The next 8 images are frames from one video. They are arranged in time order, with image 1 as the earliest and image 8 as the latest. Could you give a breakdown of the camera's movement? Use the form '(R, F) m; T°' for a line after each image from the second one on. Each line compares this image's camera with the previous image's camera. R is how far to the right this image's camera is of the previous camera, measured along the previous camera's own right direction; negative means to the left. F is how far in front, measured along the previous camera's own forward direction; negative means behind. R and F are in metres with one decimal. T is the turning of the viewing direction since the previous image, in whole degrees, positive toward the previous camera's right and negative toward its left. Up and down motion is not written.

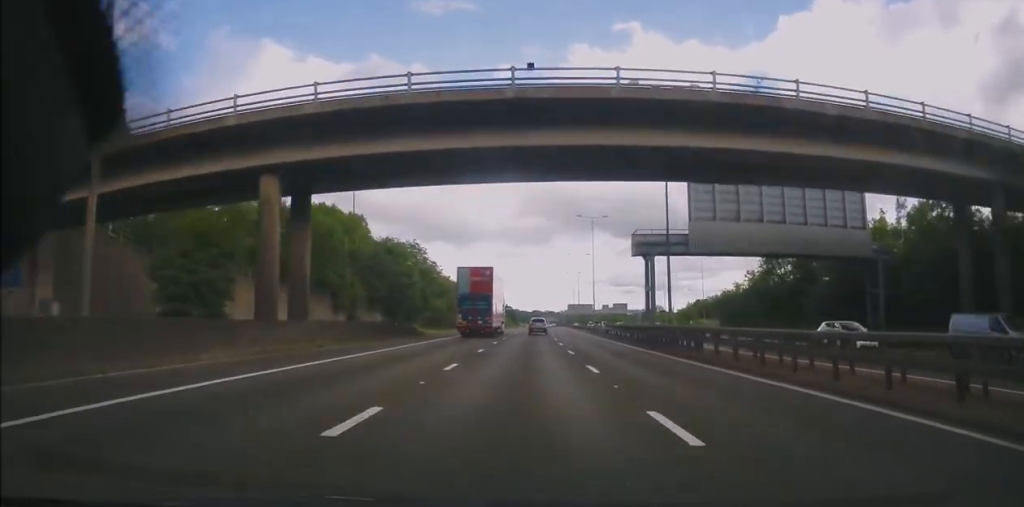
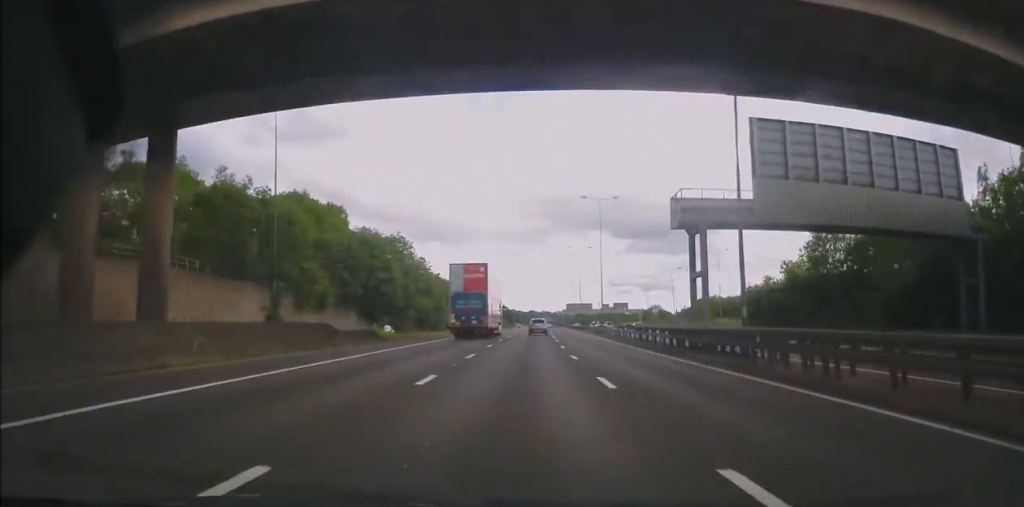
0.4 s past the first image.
(+0.1, +12.3) m; +1°
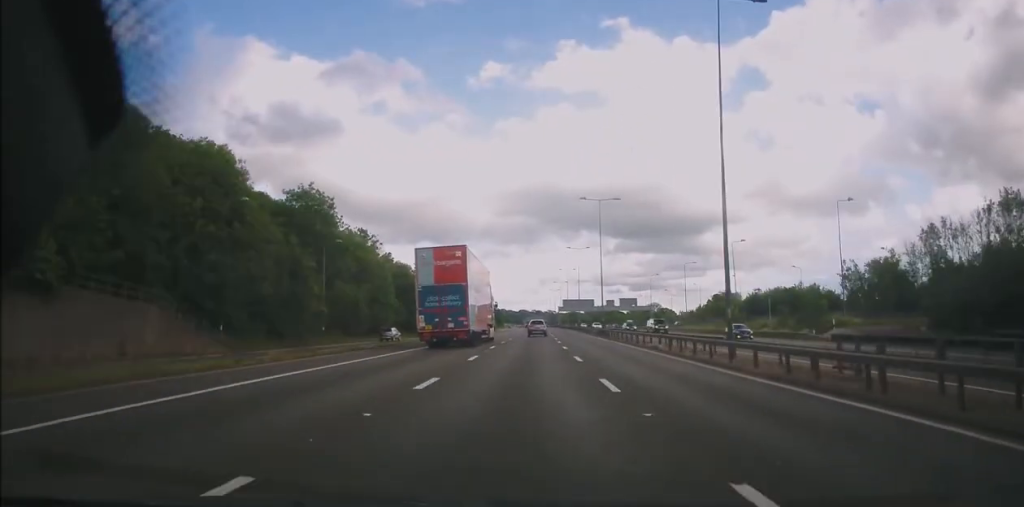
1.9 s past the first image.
(+0.9, +45.0) m; +1°
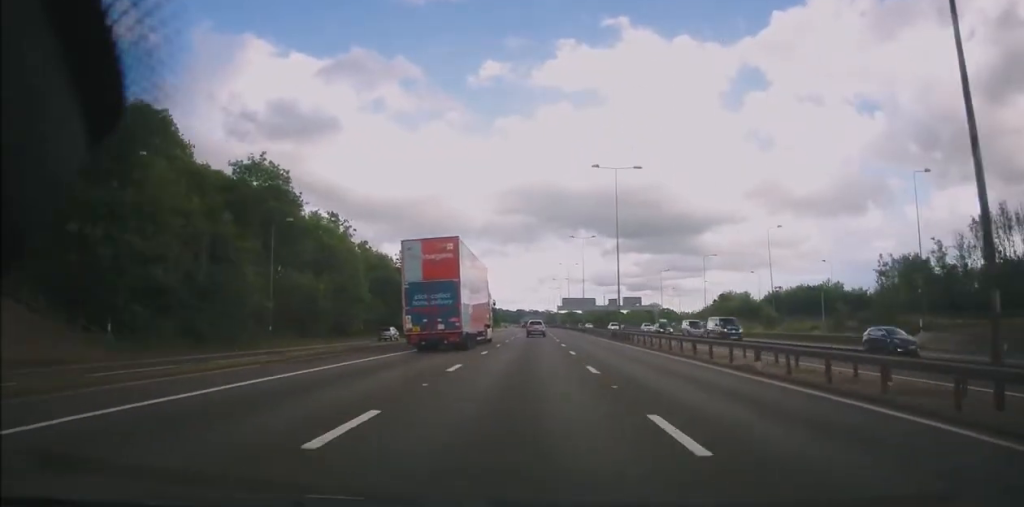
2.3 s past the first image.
(0.0, +14.3) m; 0°
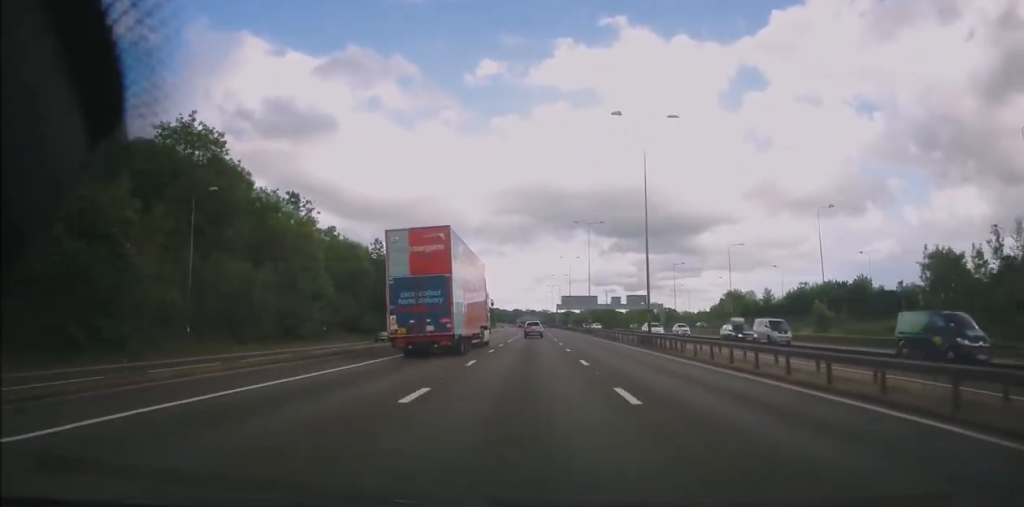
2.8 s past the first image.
(0.0, +14.2) m; 0°
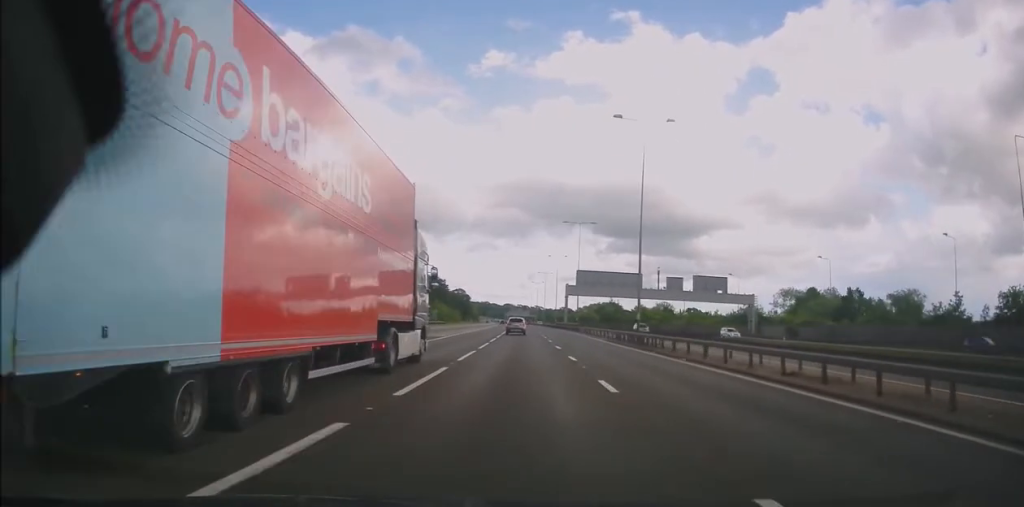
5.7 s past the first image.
(+1.5, +88.3) m; +2°
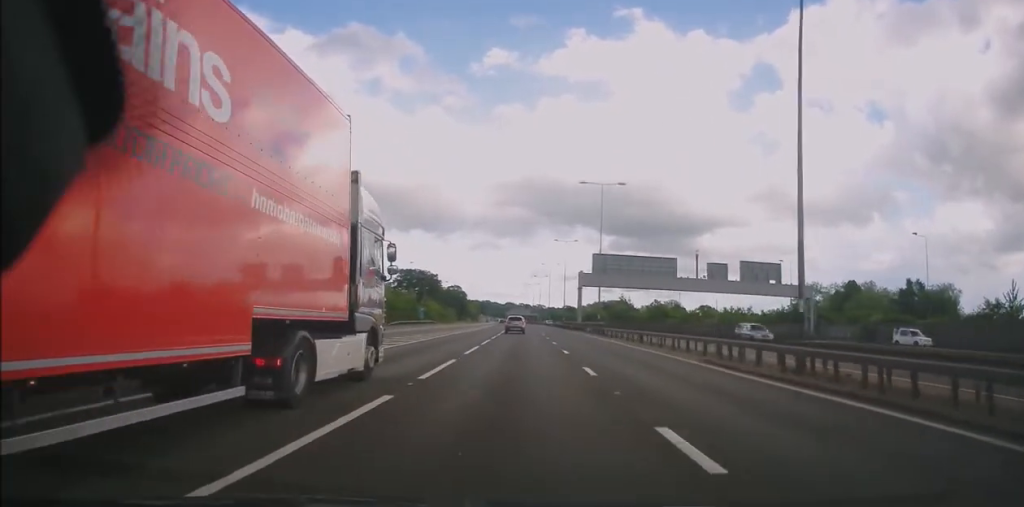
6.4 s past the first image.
(0.0, +24.0) m; 0°
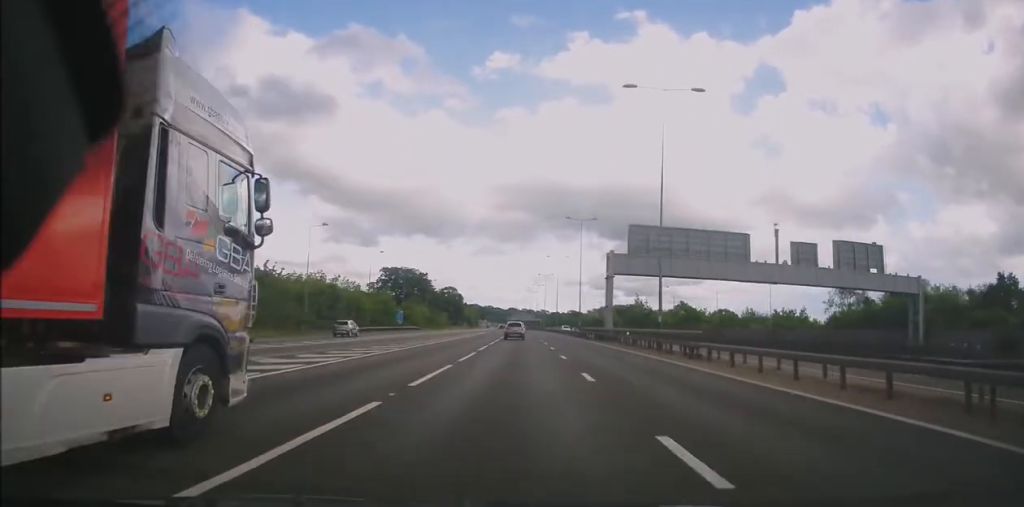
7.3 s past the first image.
(-0.1, +27.3) m; -1°
